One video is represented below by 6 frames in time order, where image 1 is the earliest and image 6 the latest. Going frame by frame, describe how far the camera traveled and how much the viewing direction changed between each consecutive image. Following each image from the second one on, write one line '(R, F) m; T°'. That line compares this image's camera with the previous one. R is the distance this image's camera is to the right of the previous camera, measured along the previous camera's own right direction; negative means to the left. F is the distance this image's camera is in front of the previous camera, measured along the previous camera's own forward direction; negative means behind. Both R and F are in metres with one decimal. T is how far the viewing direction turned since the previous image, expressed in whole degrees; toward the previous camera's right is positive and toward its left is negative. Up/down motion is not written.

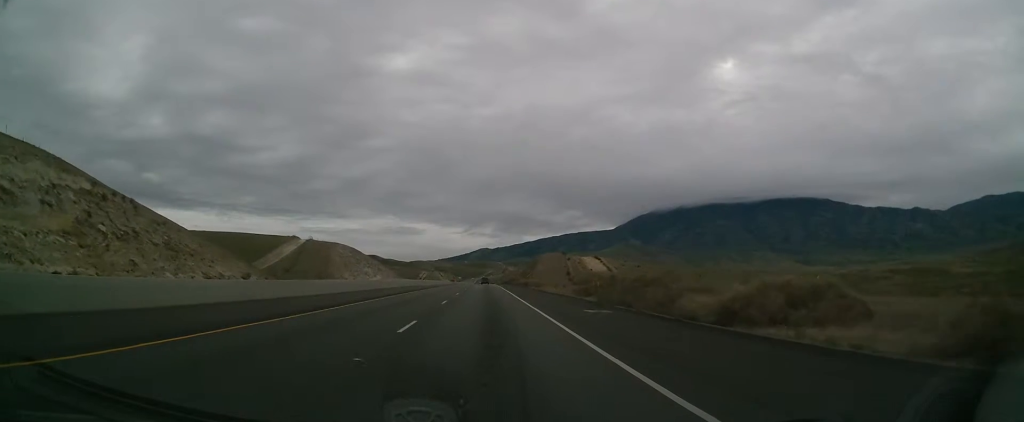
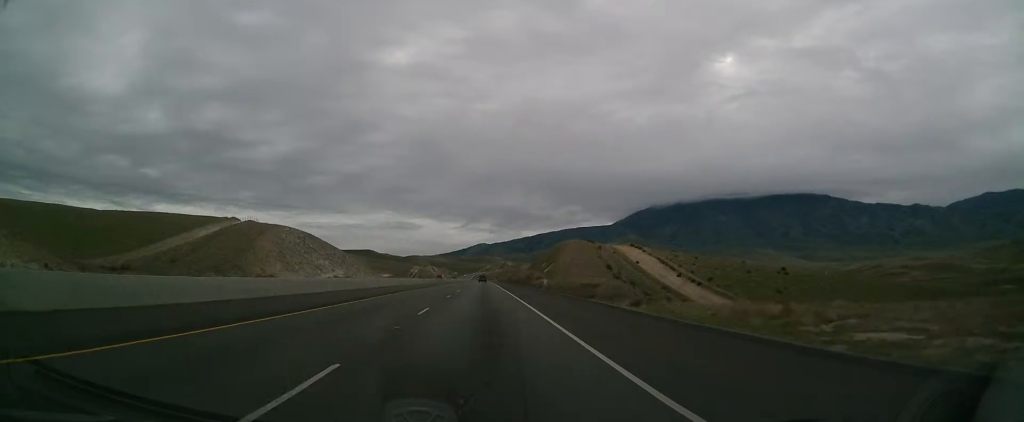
(+0.4, +47.4) m; +1°
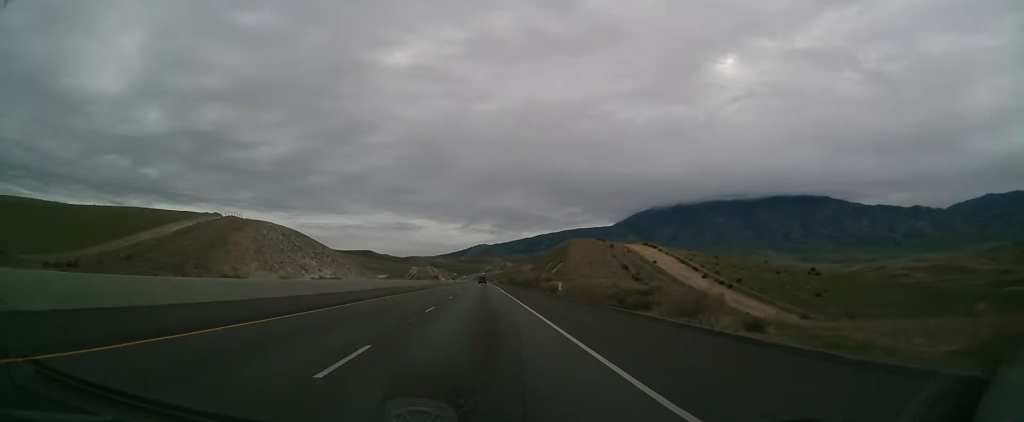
(0.0, +11.3) m; 0°
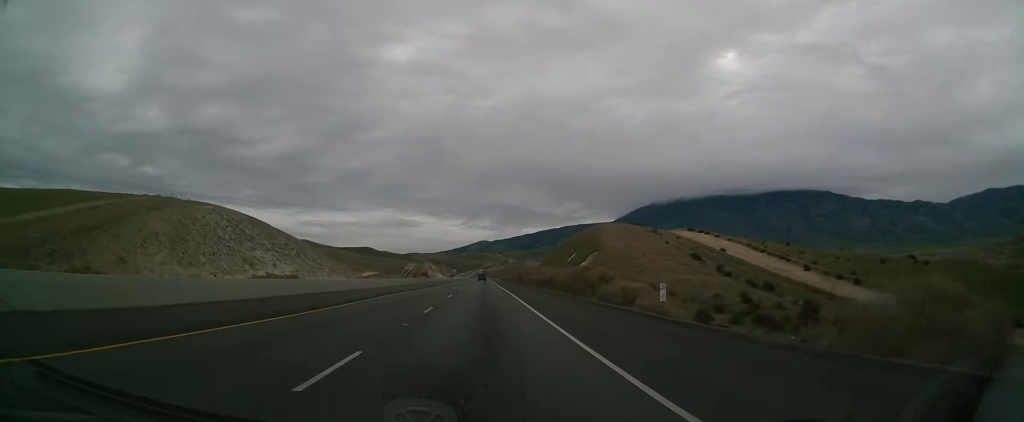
(-0.1, +28.7) m; -1°
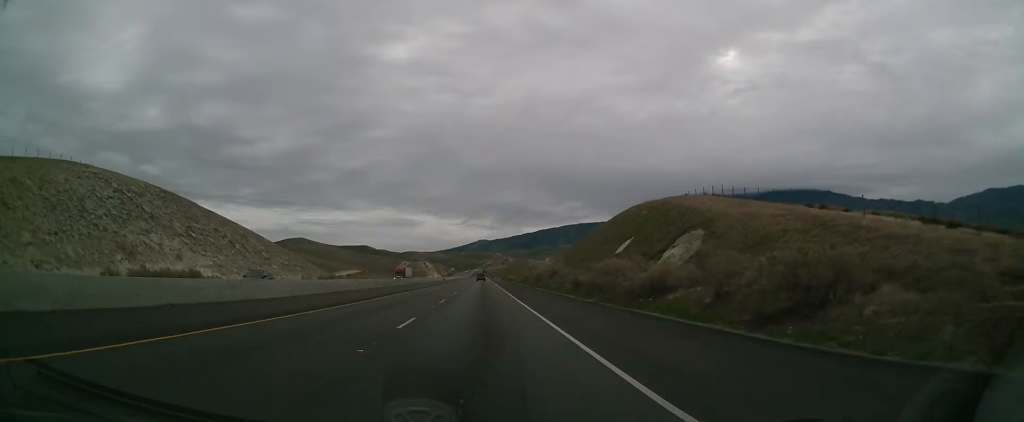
(-0.3, +34.2) m; 0°
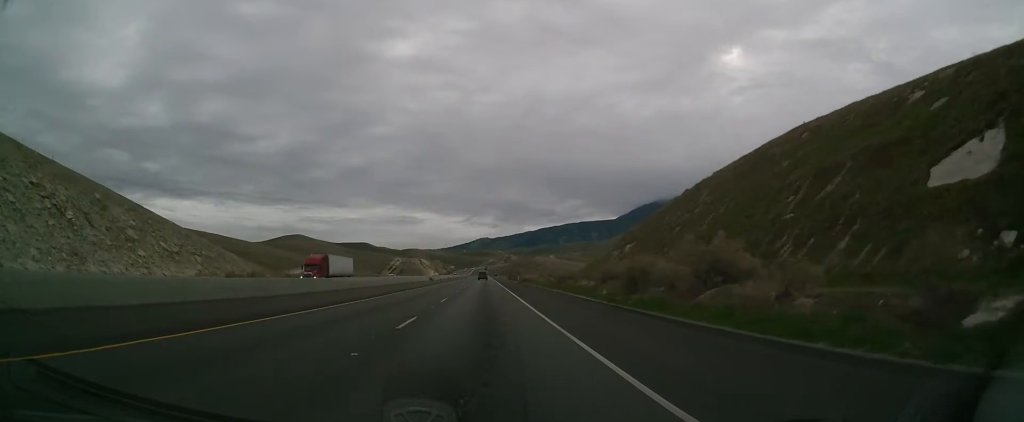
(+0.3, +43.7) m; +1°
